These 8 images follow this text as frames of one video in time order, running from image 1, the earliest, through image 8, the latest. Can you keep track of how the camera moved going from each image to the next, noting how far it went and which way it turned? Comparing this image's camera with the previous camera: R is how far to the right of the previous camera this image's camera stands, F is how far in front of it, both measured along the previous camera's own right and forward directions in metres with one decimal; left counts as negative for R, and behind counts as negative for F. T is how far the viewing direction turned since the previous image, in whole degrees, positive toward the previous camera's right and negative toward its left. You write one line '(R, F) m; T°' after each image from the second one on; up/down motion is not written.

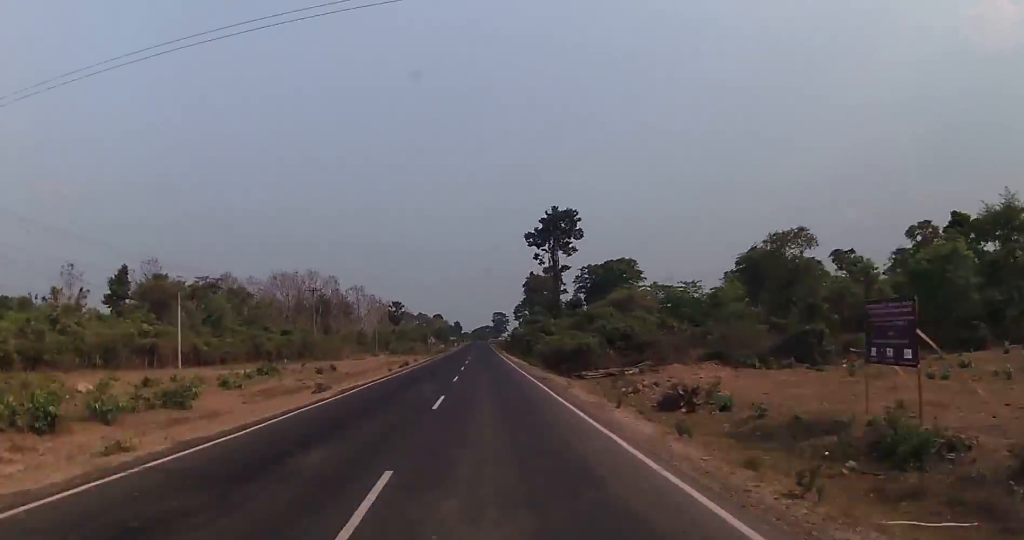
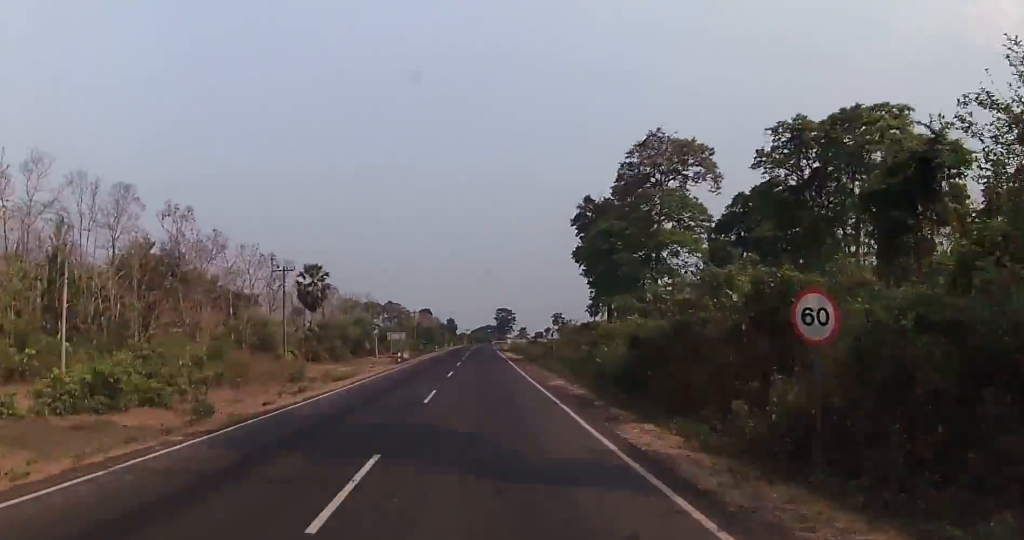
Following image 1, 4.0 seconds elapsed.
(0.0, +103.8) m; 0°
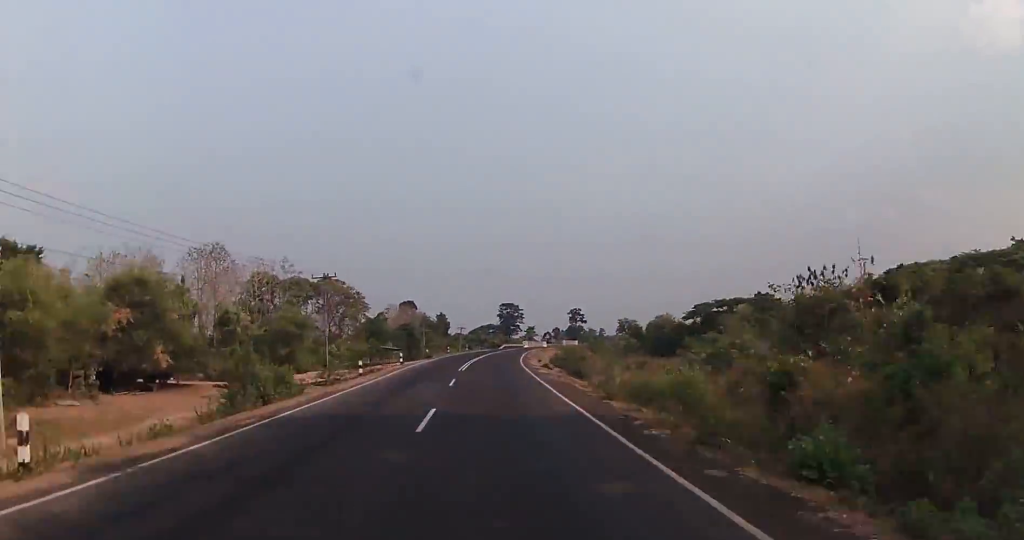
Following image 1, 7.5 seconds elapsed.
(+0.1, +86.8) m; +2°
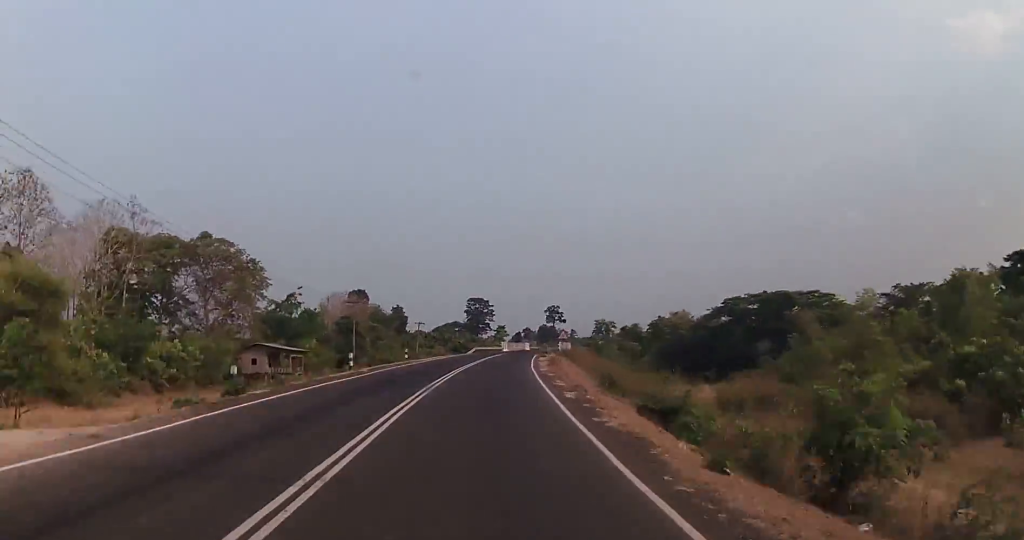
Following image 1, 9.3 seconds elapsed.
(+0.3, +45.5) m; +2°
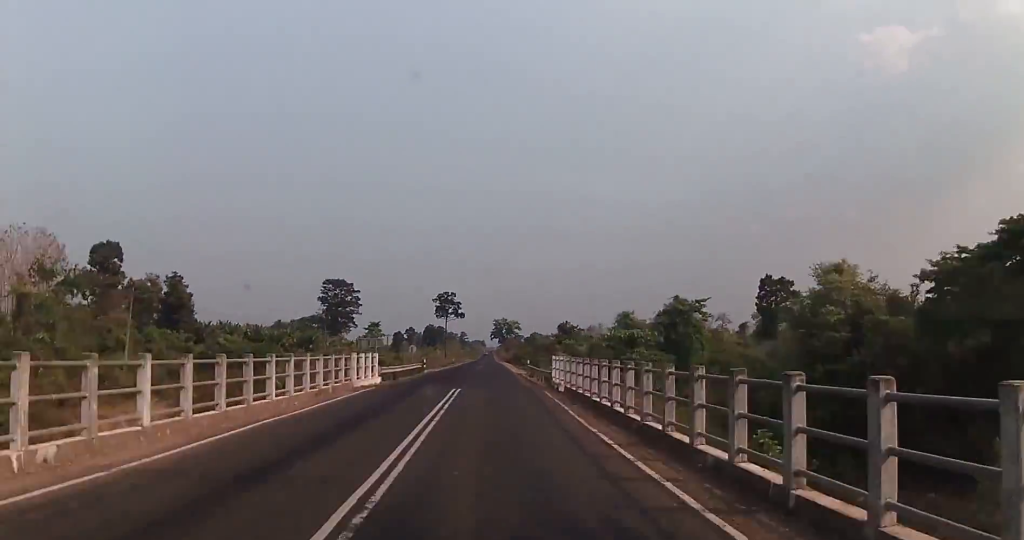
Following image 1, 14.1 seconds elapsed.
(+8.0, +112.9) m; +6°
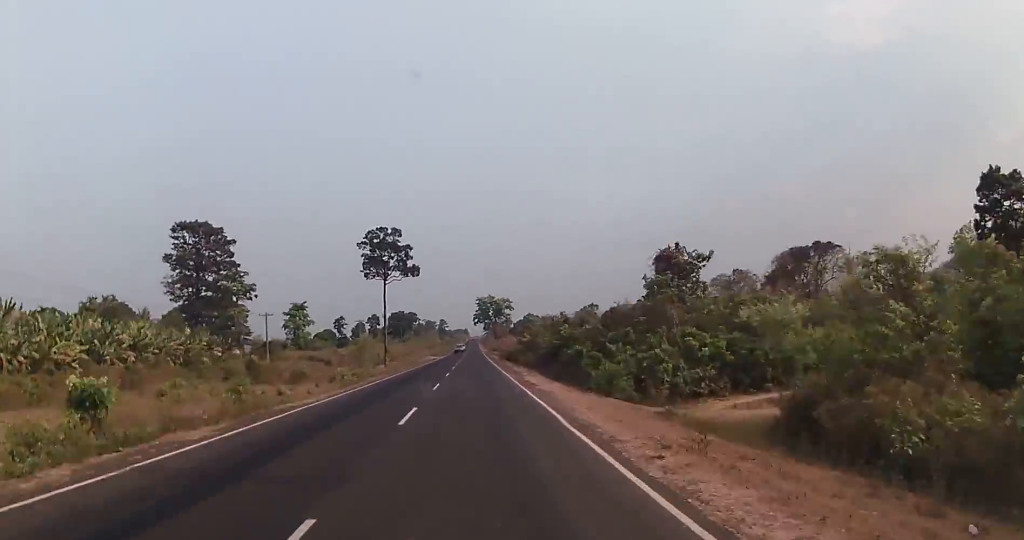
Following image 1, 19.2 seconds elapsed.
(+4.0, +118.8) m; +2°
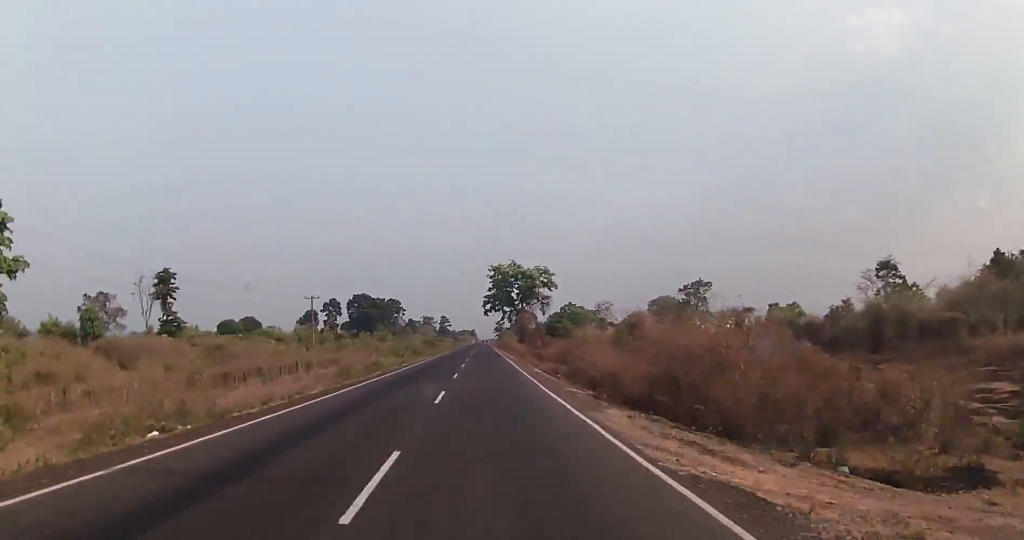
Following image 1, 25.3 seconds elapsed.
(-0.2, +148.8) m; 0°
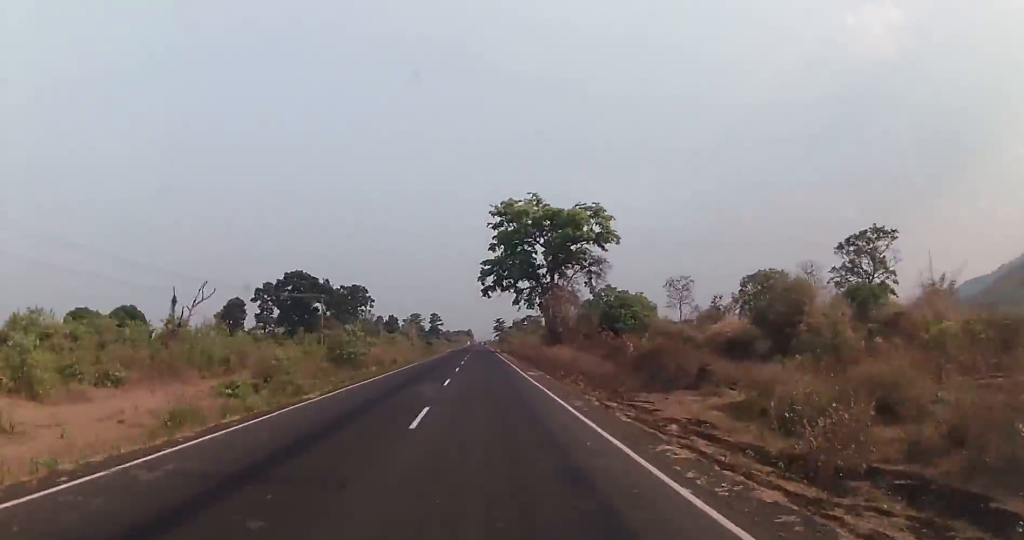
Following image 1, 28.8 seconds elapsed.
(+0.5, +85.7) m; 0°
